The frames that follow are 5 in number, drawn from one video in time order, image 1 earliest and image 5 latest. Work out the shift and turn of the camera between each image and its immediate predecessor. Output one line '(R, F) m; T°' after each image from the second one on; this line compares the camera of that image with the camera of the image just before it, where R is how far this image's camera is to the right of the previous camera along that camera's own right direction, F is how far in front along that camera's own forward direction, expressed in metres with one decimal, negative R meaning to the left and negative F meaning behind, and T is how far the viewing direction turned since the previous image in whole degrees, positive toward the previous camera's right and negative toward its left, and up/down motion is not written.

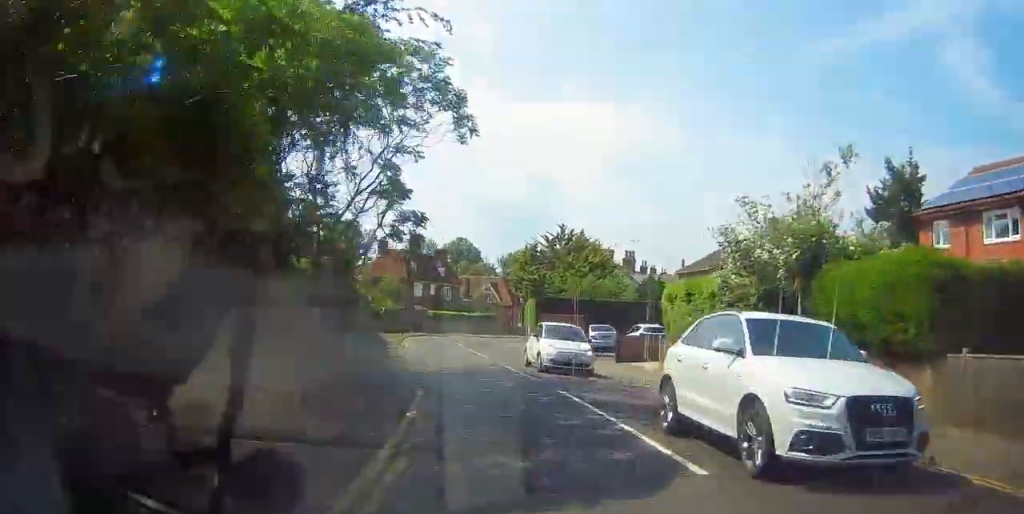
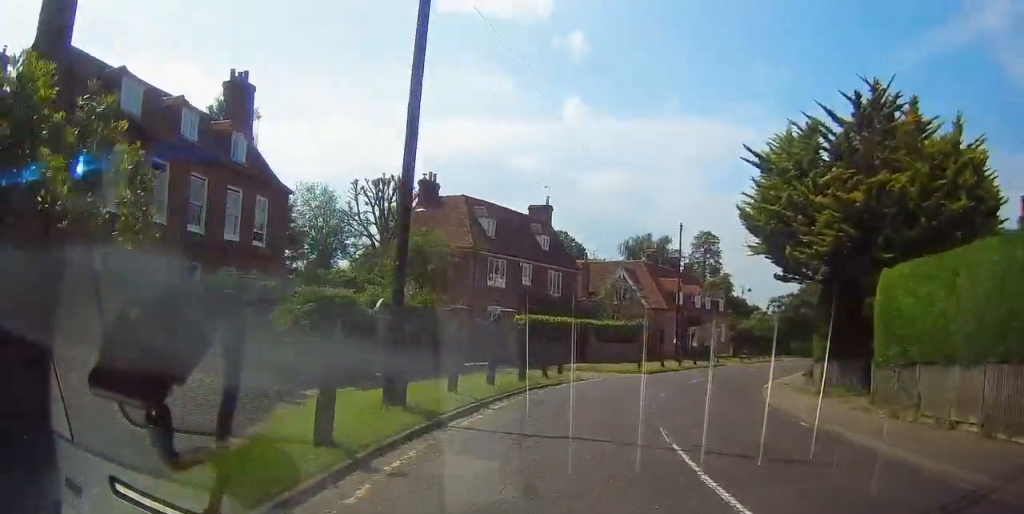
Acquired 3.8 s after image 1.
(-1.9, +39.7) m; +2°
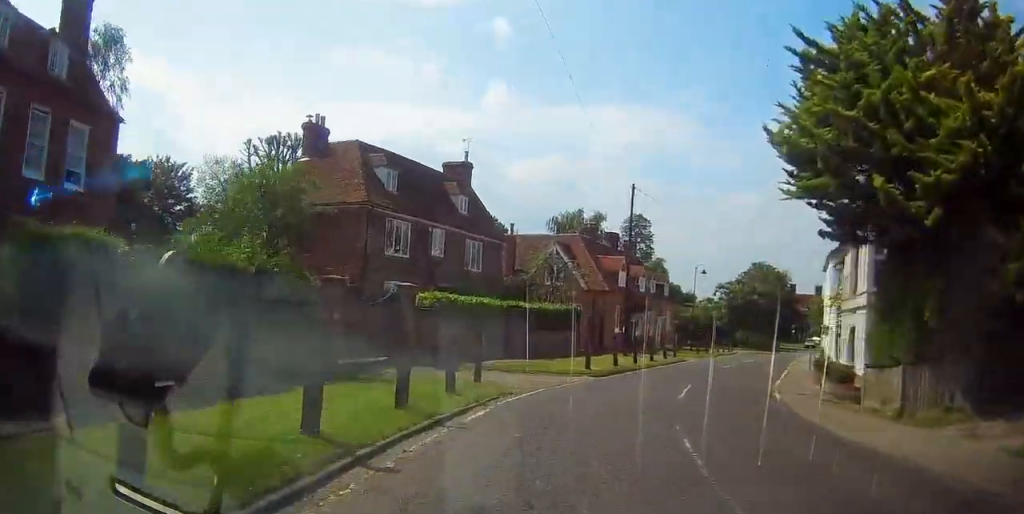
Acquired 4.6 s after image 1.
(+0.5, +9.1) m; +6°
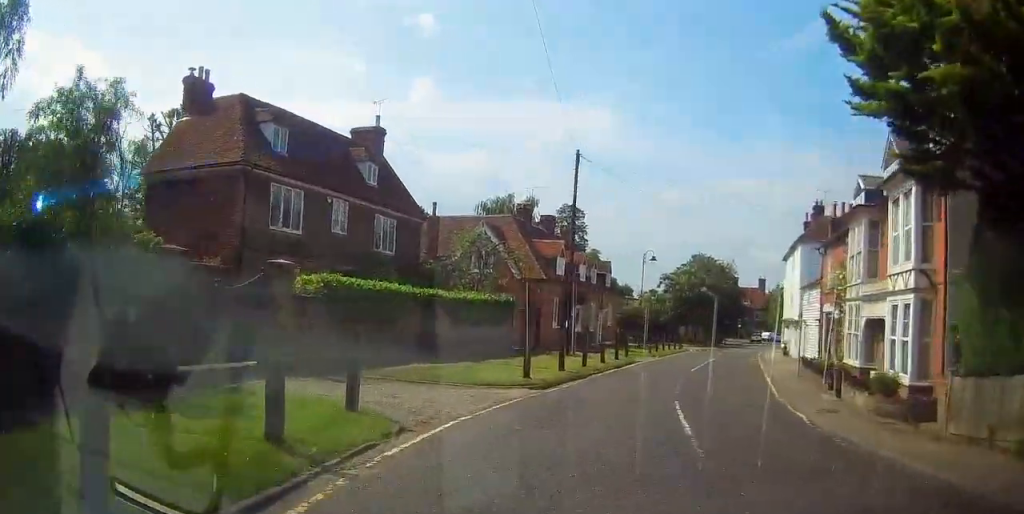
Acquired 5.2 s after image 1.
(-0.1, +6.0) m; +4°
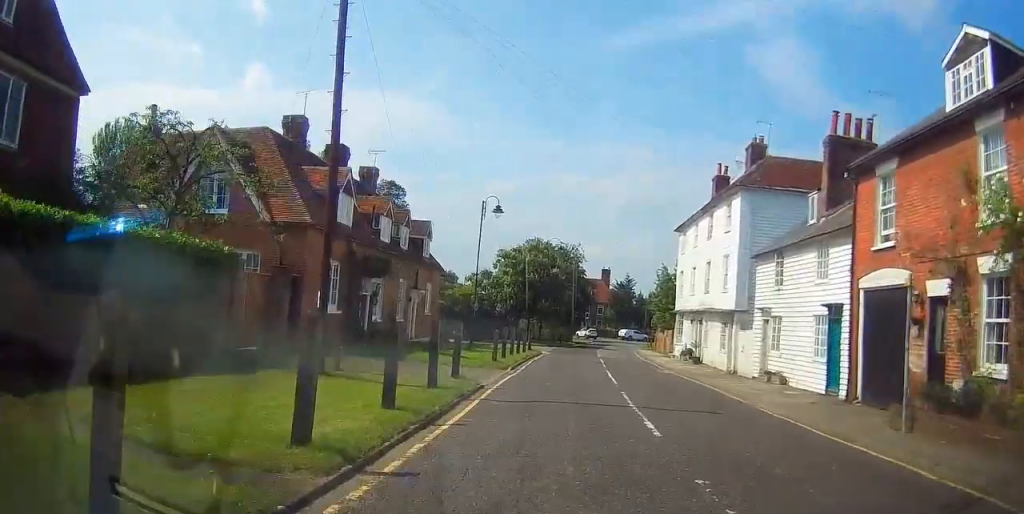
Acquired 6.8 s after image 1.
(+2.8, +16.8) m; +13°
